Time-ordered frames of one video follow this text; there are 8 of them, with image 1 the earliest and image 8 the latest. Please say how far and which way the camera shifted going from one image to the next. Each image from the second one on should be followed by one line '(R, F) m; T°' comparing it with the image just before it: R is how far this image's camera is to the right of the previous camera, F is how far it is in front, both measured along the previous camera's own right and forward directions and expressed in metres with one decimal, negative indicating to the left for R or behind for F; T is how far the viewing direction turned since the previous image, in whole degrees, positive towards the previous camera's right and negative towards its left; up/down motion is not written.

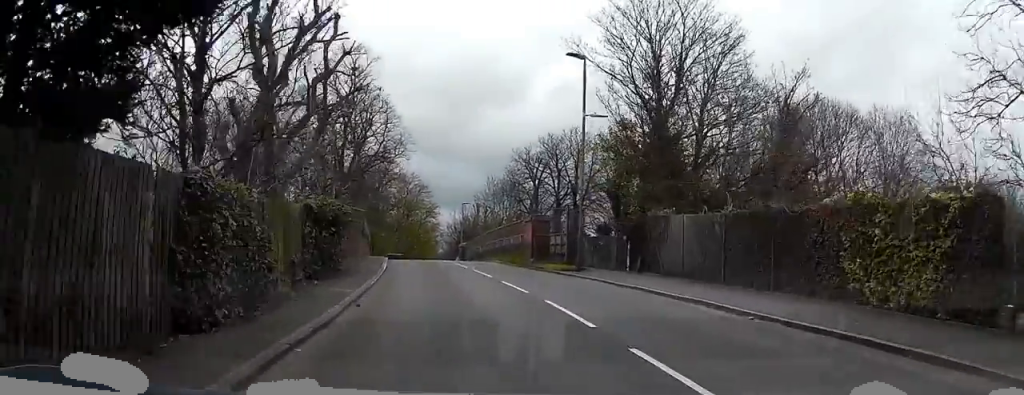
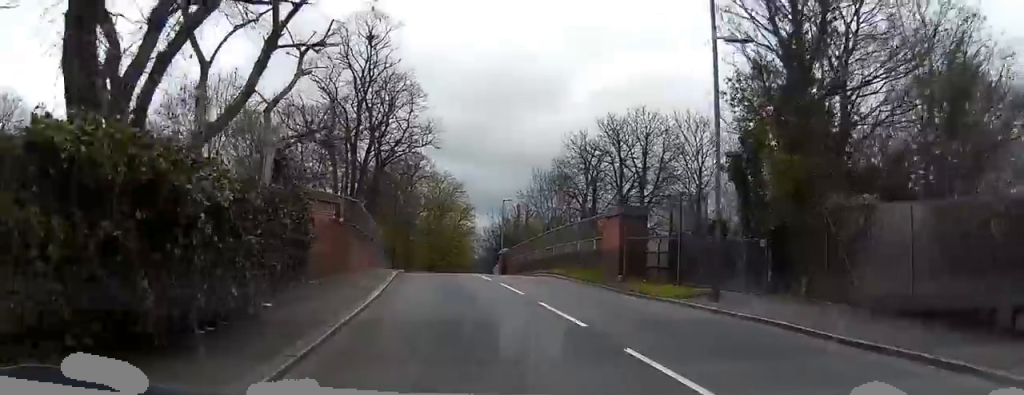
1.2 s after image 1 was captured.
(-0.2, +11.8) m; -2°
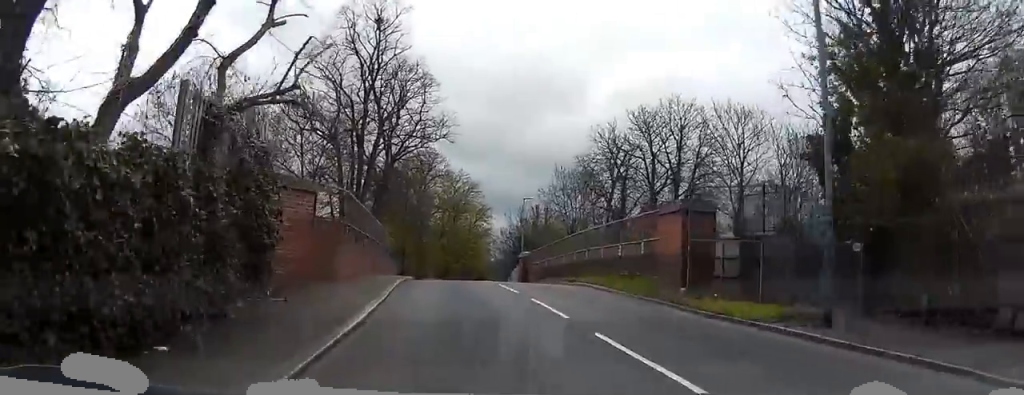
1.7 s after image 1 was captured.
(0.0, +4.6) m; -1°
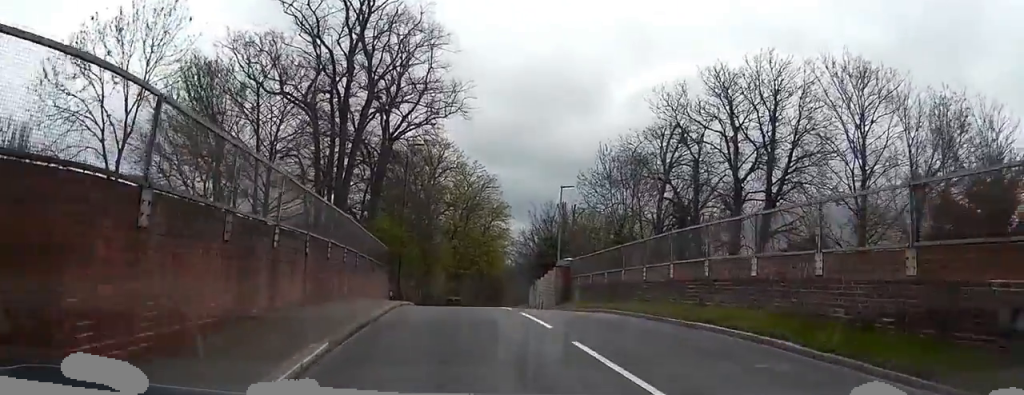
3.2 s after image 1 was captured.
(-0.3, +12.5) m; -1°
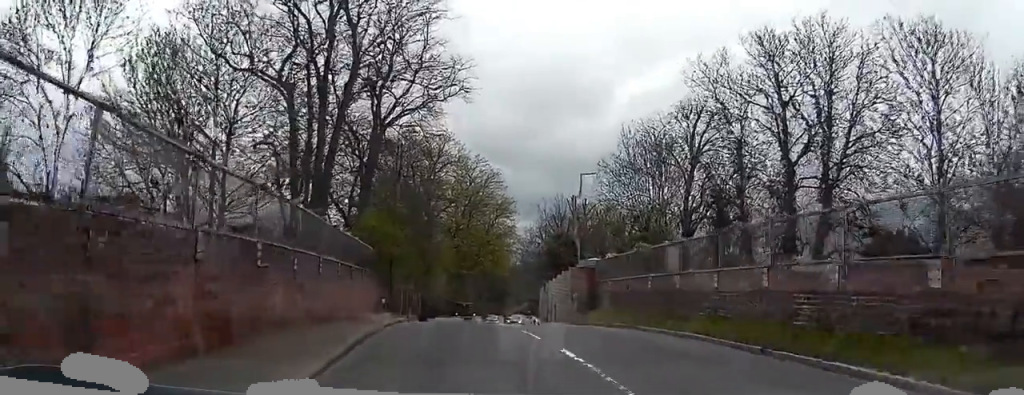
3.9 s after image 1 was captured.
(0.0, +6.1) m; 0°
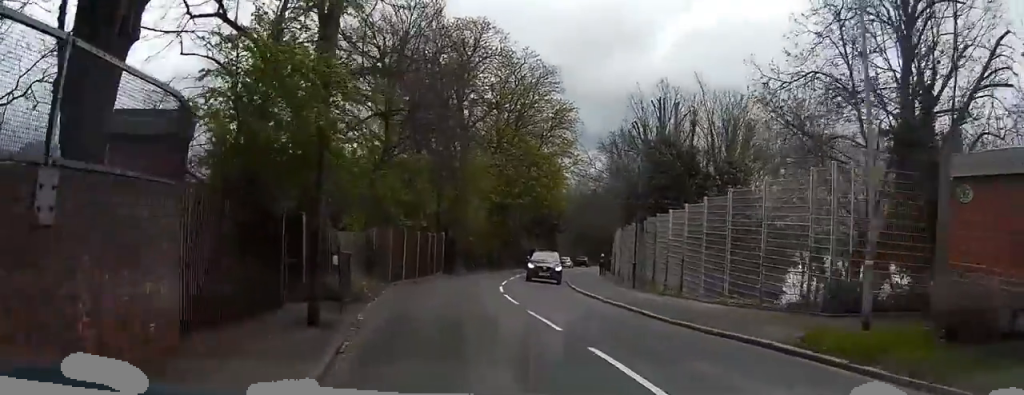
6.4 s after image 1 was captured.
(-0.5, +21.5) m; -4°
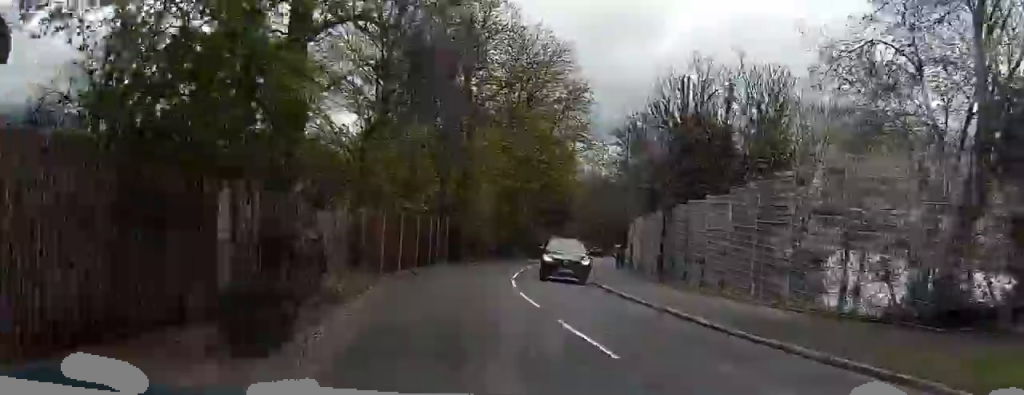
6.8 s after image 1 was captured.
(0.0, +4.2) m; -1°
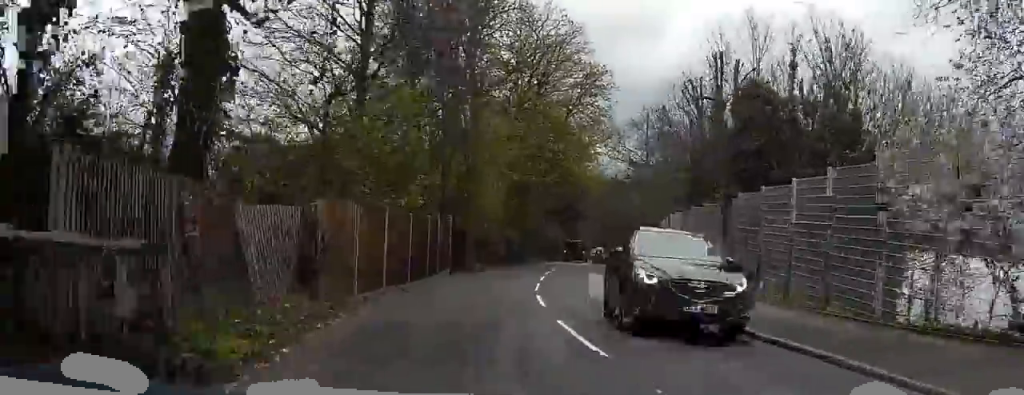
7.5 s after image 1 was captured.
(-0.1, +6.2) m; 0°
